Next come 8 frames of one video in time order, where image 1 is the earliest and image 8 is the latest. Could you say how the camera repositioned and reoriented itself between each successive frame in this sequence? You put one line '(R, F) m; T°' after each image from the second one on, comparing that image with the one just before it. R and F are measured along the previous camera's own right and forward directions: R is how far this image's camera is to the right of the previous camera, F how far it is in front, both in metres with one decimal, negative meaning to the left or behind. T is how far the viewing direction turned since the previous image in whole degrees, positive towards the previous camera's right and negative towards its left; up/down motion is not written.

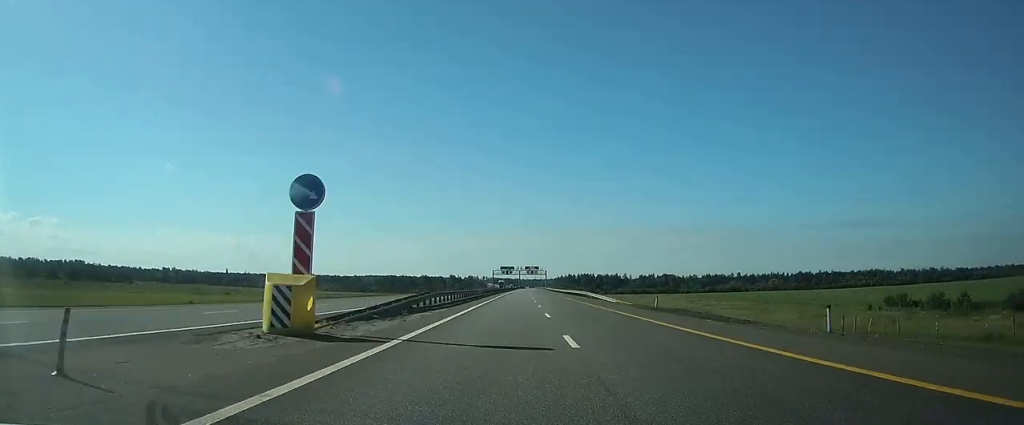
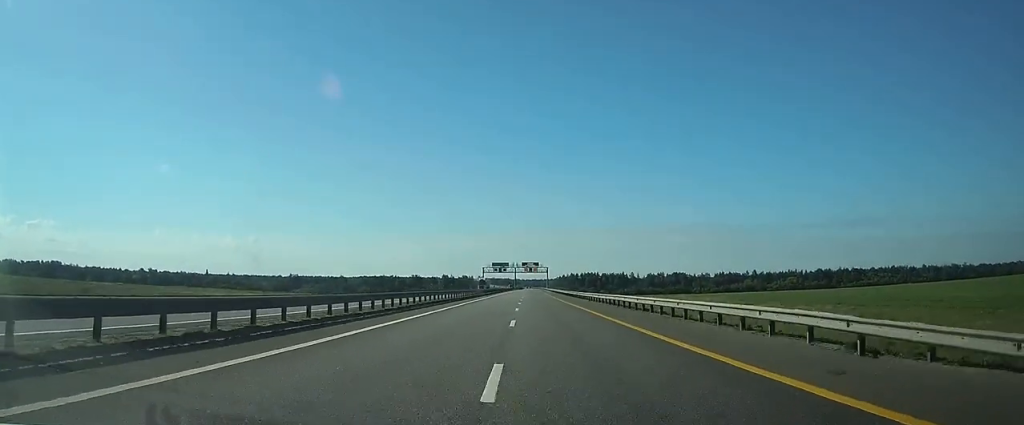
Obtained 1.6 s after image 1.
(+0.6, +53.9) m; +1°
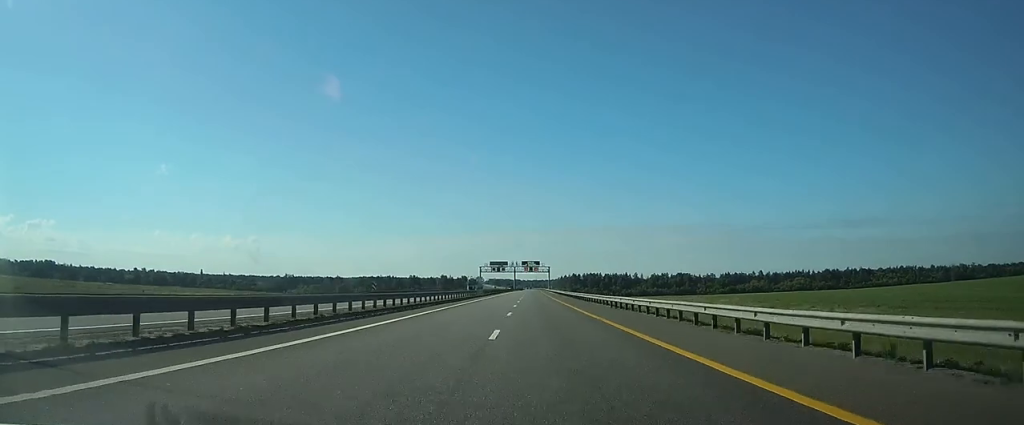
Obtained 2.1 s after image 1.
(0.0, +16.5) m; 0°
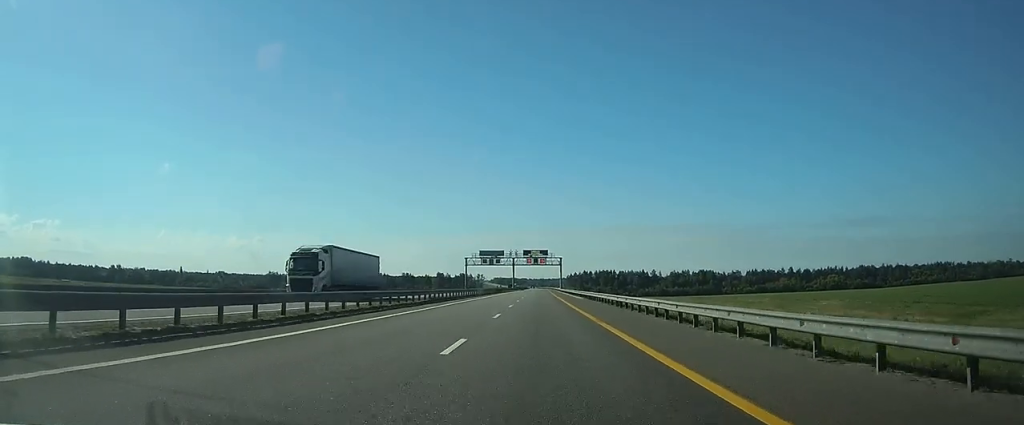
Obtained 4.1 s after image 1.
(-0.1, +63.8) m; 0°
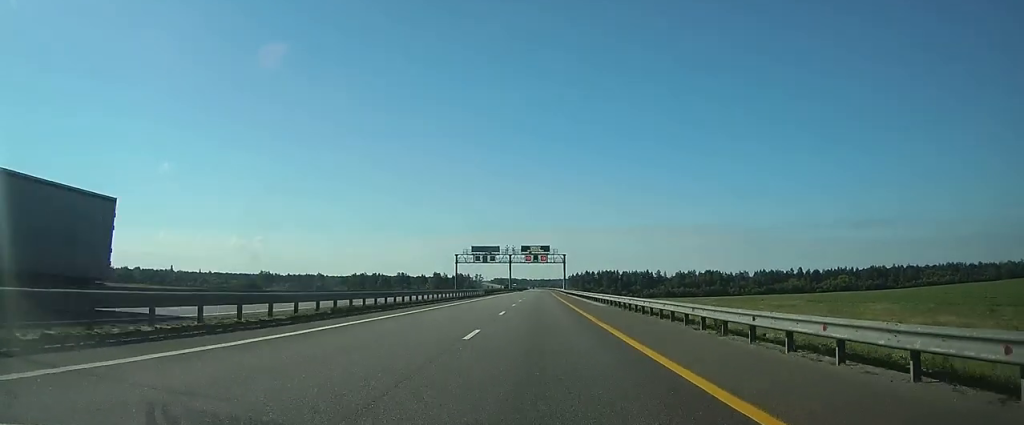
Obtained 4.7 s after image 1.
(0.0, +20.9) m; 0°
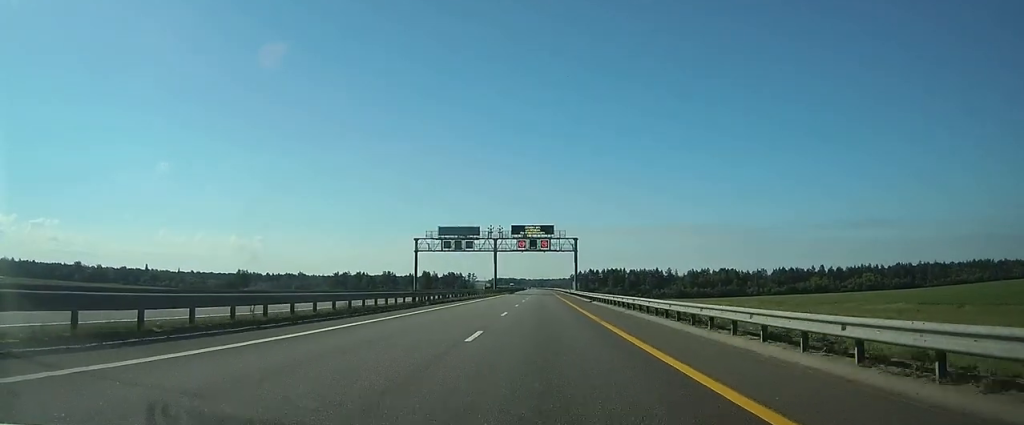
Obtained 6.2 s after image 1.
(-0.1, +48.4) m; 0°
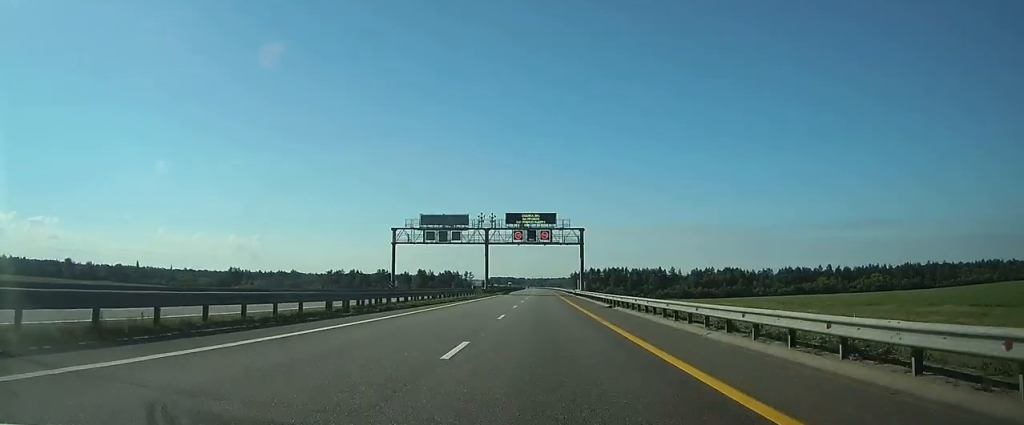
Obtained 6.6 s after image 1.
(0.0, +15.4) m; 0°
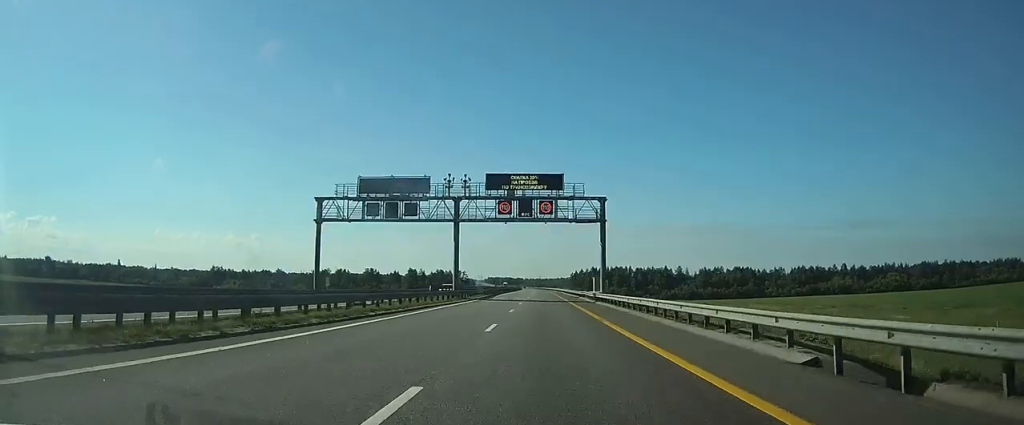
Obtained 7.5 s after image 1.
(0.0, +29.7) m; 0°
